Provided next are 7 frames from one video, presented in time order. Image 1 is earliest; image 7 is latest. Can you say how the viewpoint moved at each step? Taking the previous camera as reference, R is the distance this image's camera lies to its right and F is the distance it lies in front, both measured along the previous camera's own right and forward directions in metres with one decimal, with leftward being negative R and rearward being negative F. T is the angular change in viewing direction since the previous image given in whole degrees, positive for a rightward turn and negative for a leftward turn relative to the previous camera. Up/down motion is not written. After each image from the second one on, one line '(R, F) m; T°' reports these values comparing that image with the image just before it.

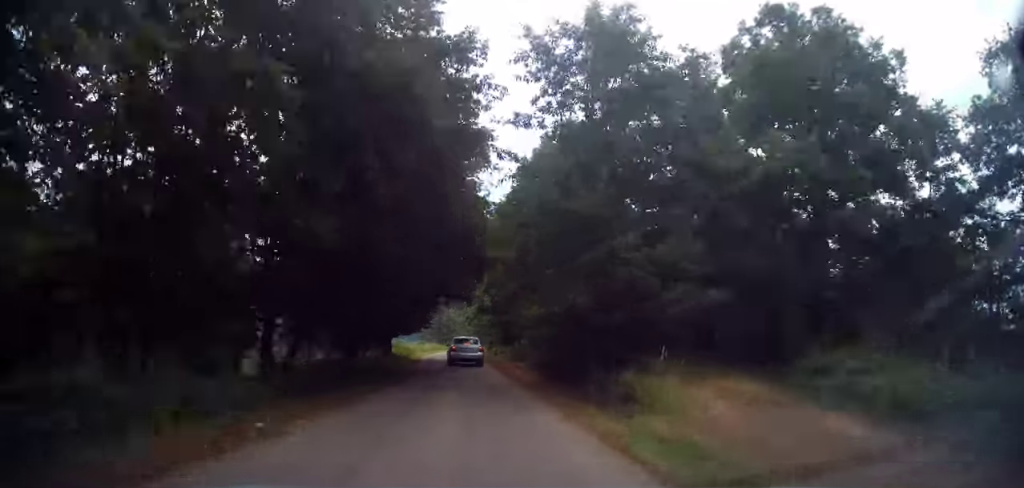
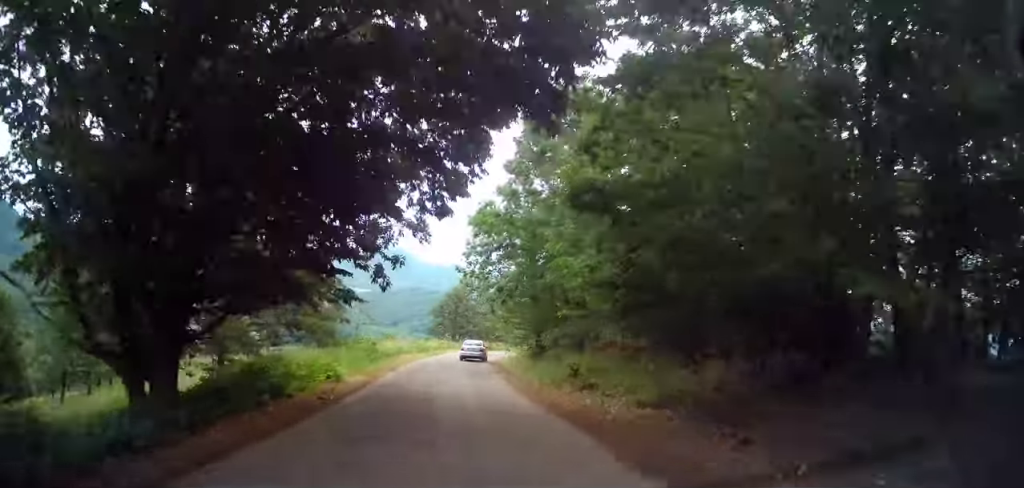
(-0.2, +25.0) m; -3°
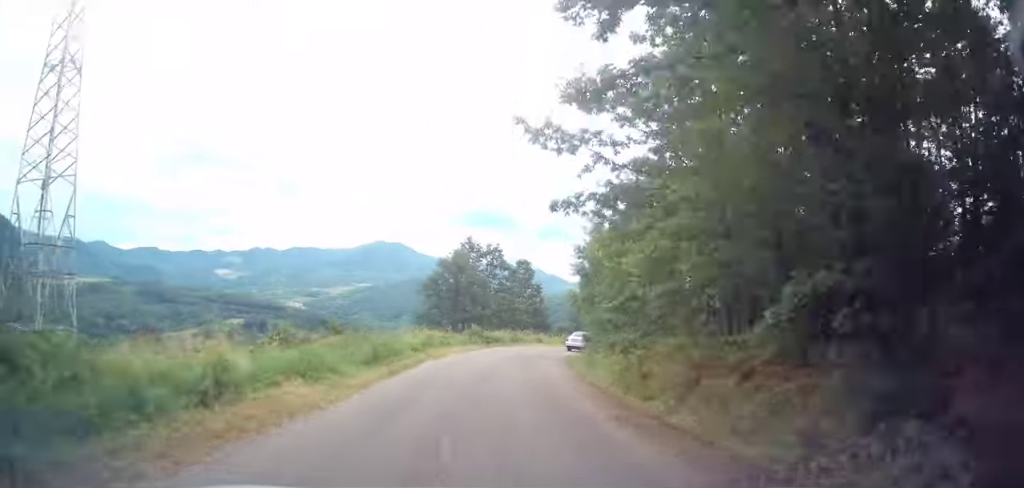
(-0.9, +25.5) m; 0°
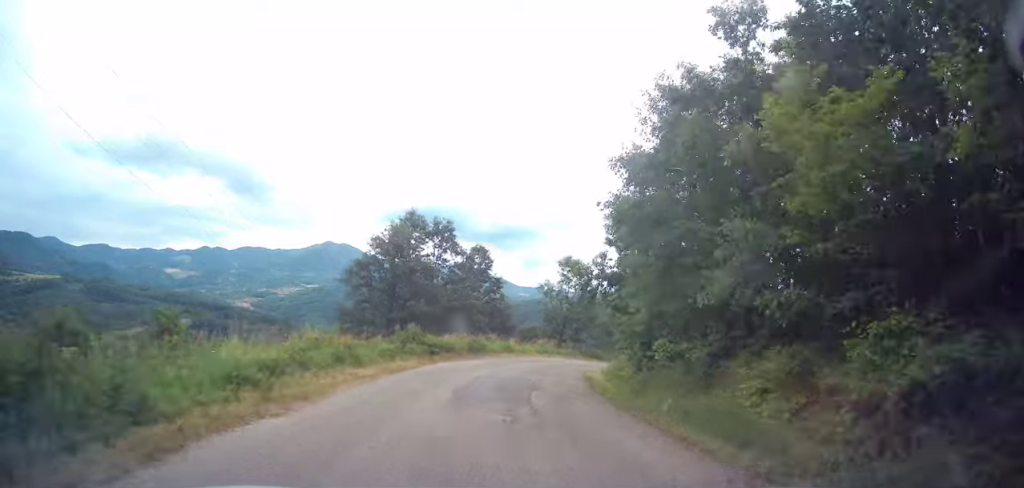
(+1.0, +13.3) m; +7°
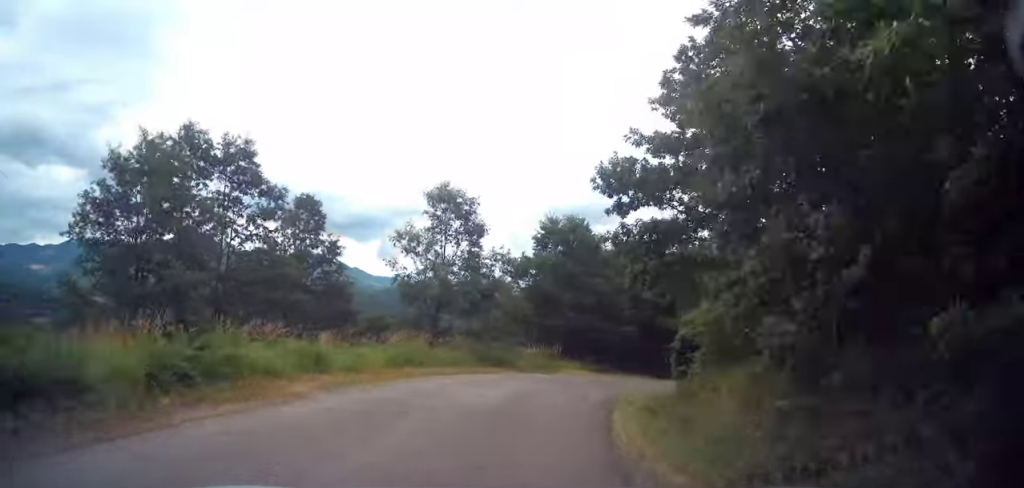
(+2.2, +17.6) m; +17°
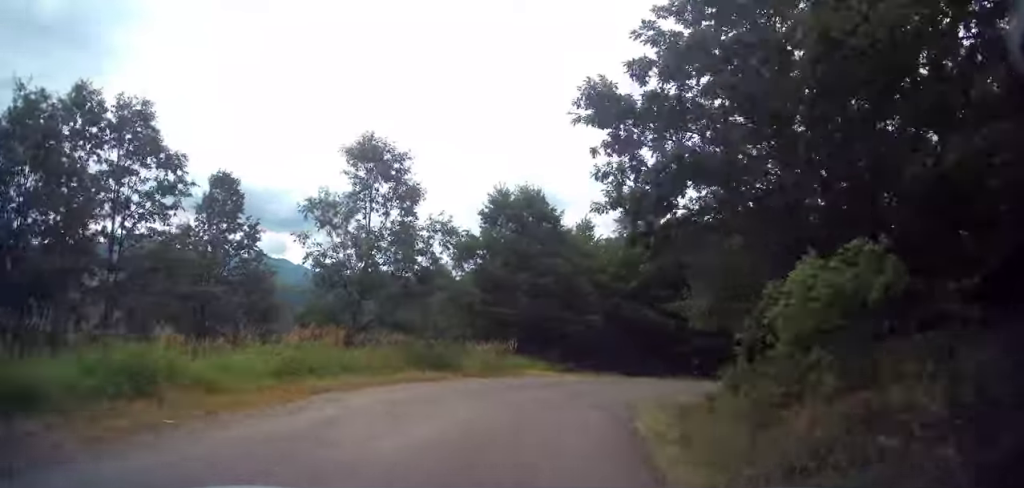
(+0.3, +5.1) m; +6°
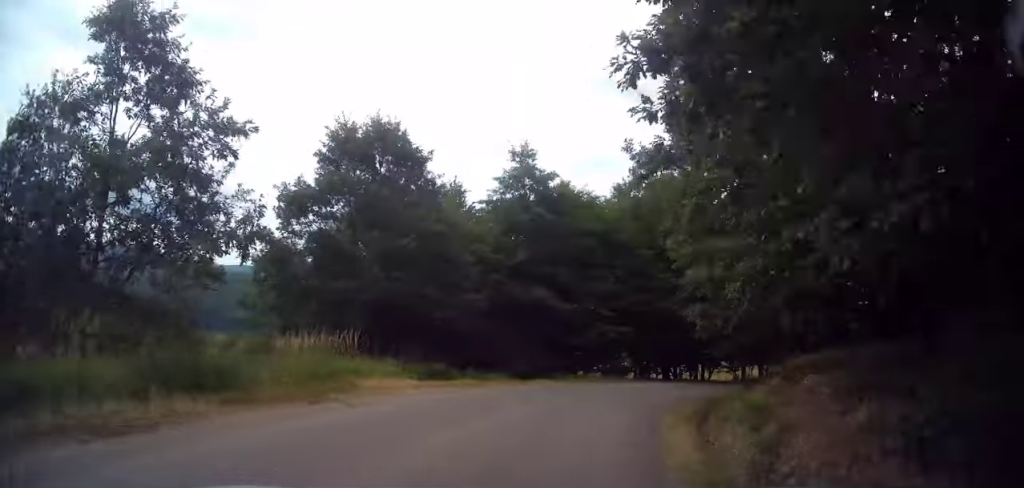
(+0.8, +8.3) m; +11°
